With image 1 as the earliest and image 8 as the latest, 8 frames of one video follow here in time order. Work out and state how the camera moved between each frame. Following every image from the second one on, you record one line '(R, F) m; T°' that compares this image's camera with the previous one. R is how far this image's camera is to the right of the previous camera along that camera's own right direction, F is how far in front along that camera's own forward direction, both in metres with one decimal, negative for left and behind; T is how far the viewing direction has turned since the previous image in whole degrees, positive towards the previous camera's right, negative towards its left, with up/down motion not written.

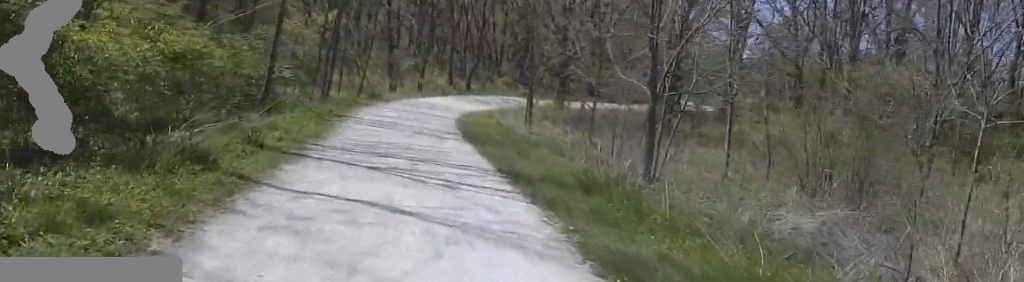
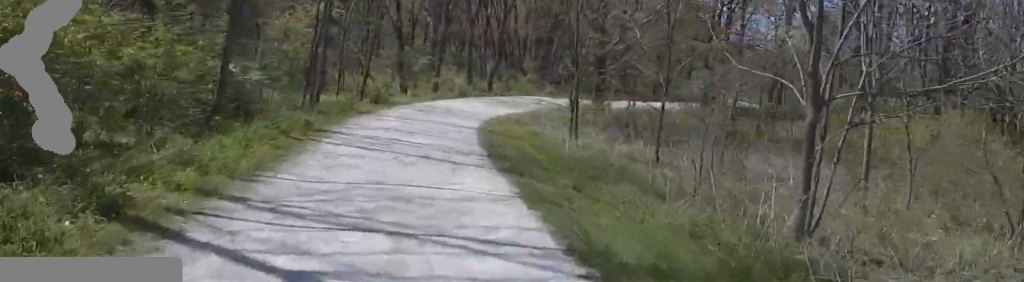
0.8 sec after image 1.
(+0.6, +4.2) m; +8°
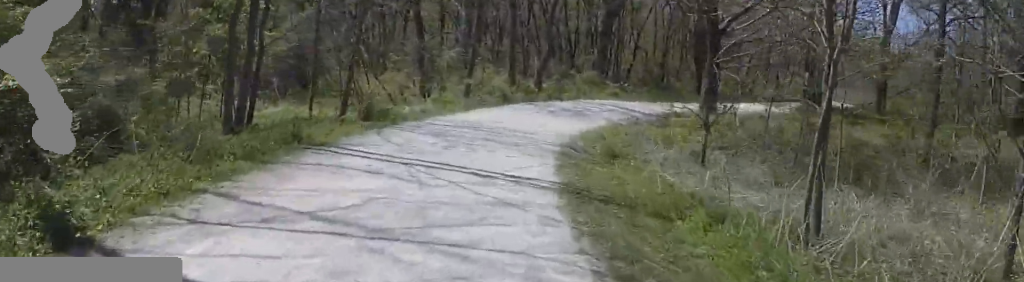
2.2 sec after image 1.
(0.0, +7.7) m; 0°
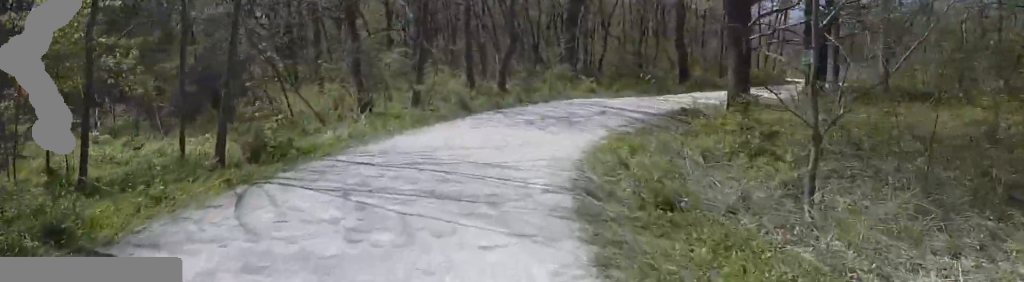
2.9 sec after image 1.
(0.0, +4.2) m; 0°
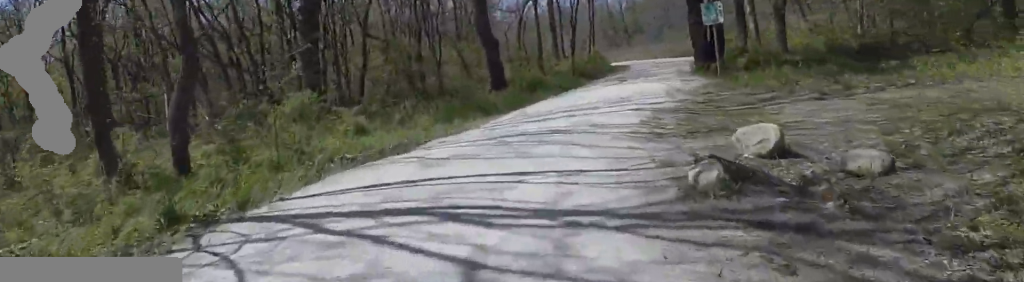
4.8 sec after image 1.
(+0.7, +11.2) m; +15°
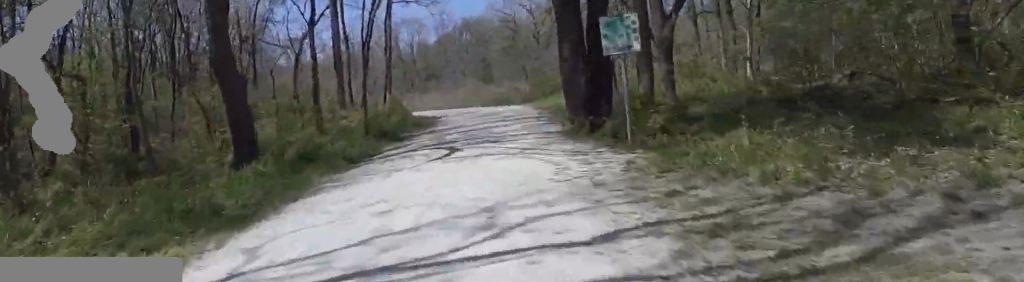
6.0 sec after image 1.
(+1.3, +7.5) m; +14°
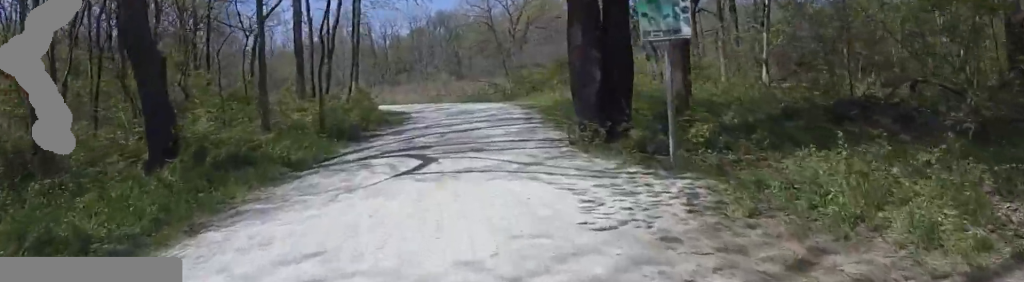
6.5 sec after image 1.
(+0.2, +2.6) m; +2°
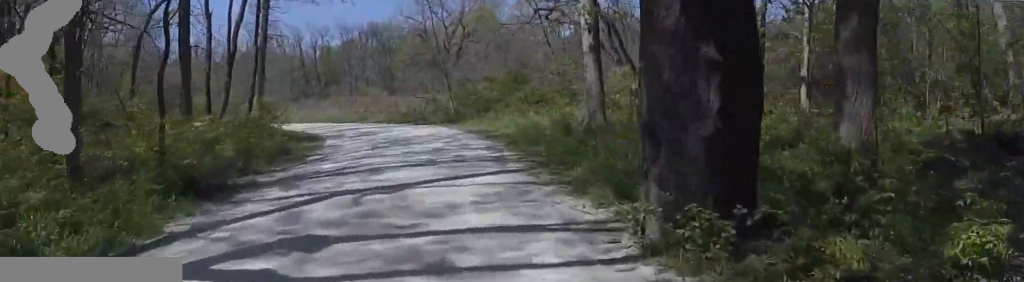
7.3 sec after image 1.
(-0.2, +4.8) m; +8°
